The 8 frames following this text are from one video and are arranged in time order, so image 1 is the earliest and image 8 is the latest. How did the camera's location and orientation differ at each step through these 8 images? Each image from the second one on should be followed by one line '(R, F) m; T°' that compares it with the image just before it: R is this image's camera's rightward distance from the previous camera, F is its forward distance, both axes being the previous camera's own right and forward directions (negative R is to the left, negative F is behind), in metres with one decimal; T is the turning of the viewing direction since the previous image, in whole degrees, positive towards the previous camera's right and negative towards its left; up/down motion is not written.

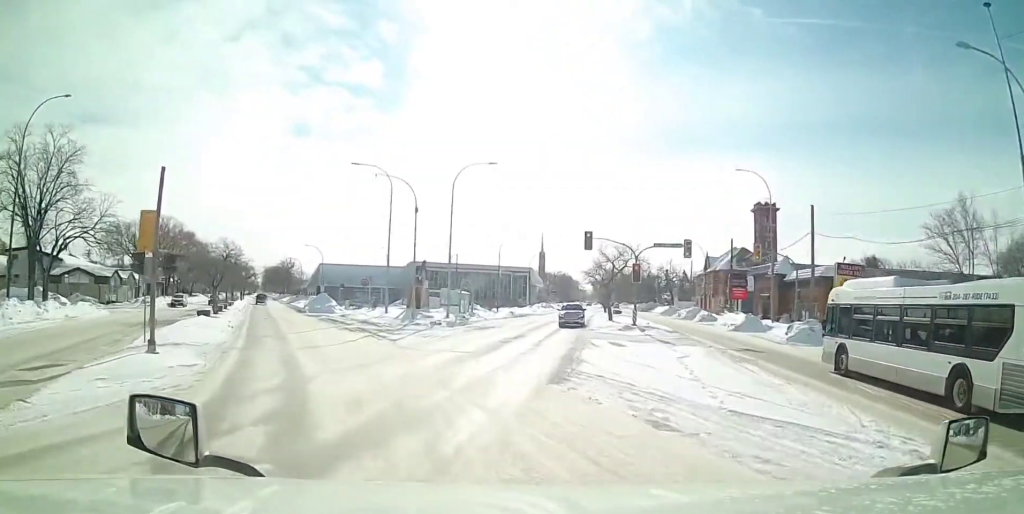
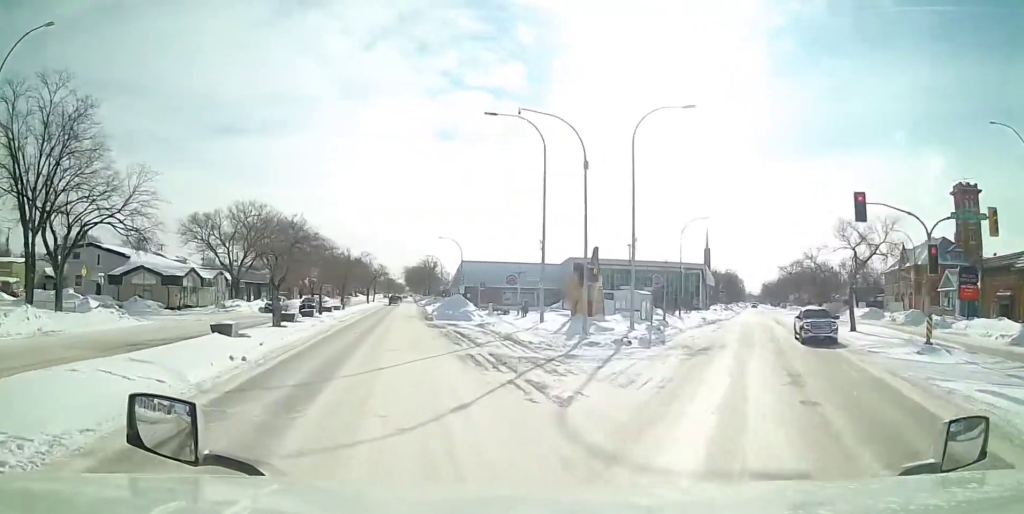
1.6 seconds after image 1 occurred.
(-2.4, +15.8) m; -14°
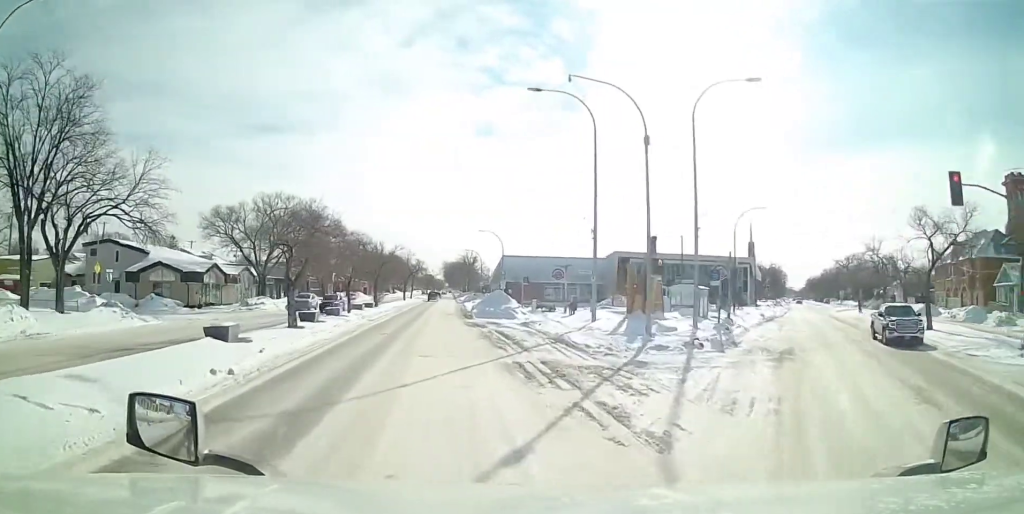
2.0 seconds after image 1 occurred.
(-0.1, +3.8) m; -1°
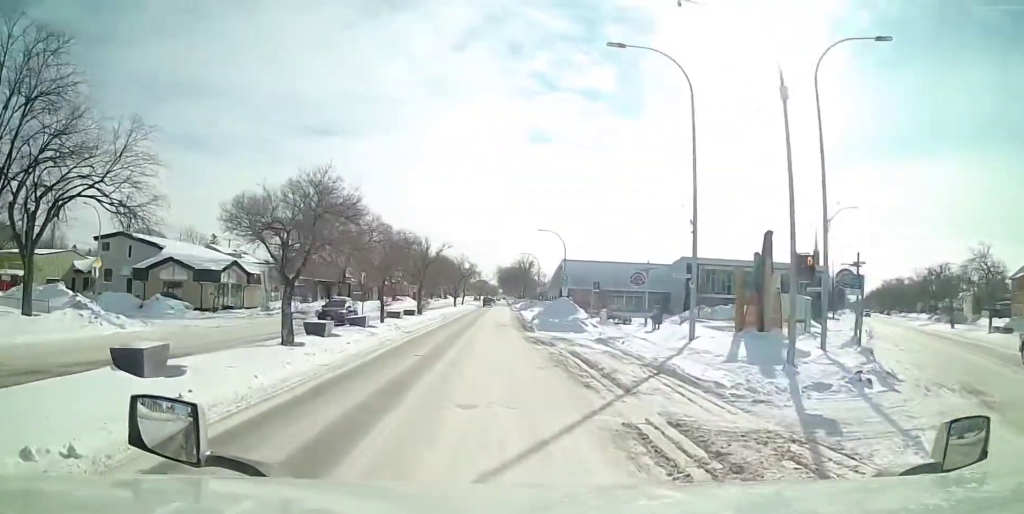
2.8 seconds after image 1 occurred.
(-0.2, +7.5) m; -2°
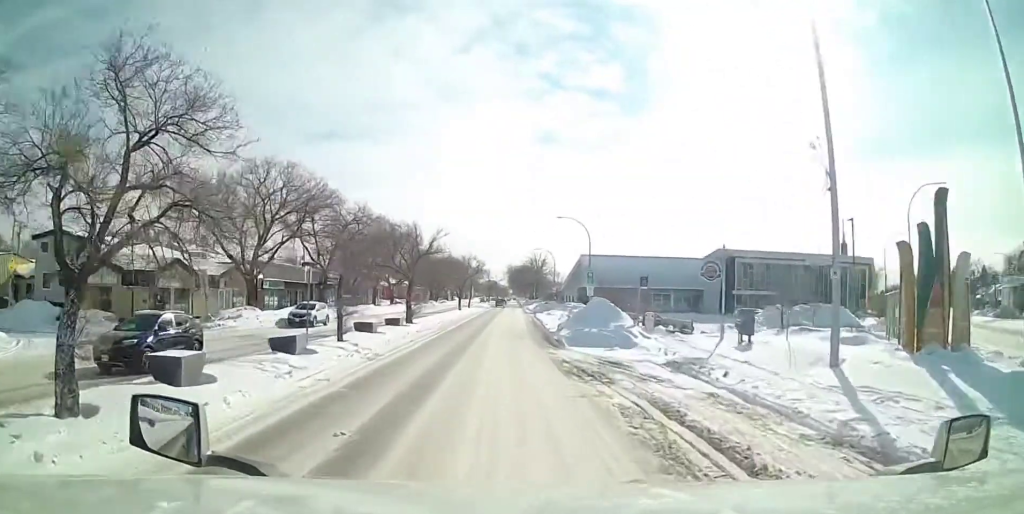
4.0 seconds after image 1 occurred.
(-0.2, +10.8) m; -4°
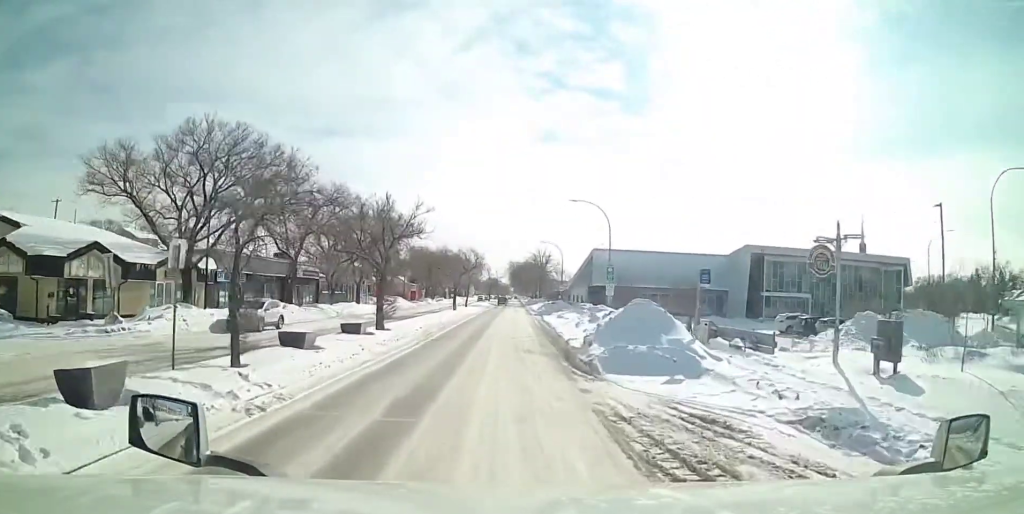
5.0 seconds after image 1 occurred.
(-0.4, +9.0) m; -1°
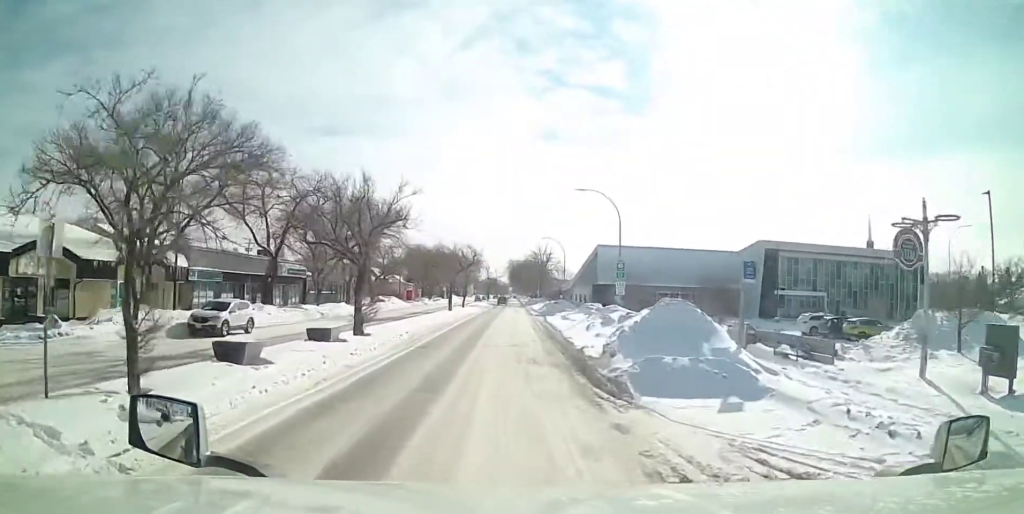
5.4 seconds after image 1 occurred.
(+0.1, +4.1) m; +1°
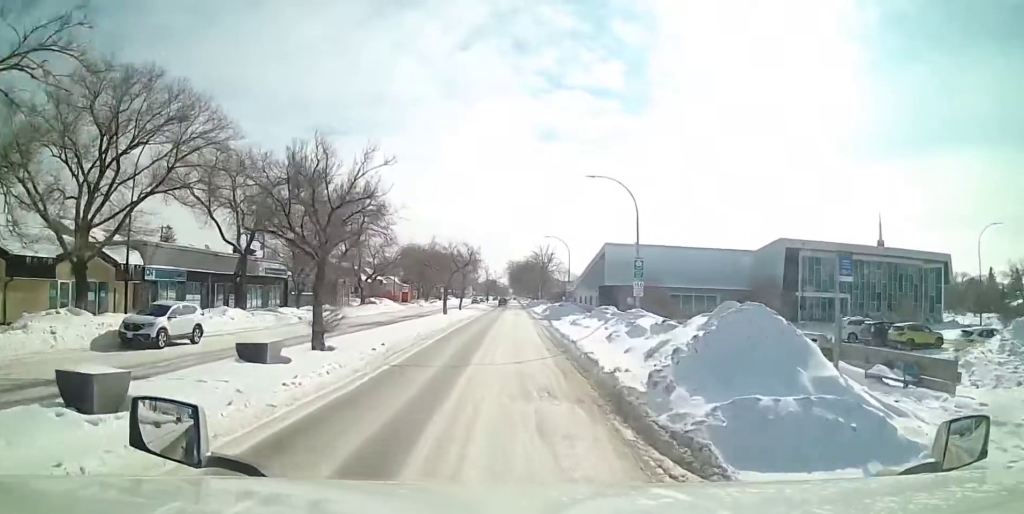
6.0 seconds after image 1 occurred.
(+0.1, +5.4) m; +1°
